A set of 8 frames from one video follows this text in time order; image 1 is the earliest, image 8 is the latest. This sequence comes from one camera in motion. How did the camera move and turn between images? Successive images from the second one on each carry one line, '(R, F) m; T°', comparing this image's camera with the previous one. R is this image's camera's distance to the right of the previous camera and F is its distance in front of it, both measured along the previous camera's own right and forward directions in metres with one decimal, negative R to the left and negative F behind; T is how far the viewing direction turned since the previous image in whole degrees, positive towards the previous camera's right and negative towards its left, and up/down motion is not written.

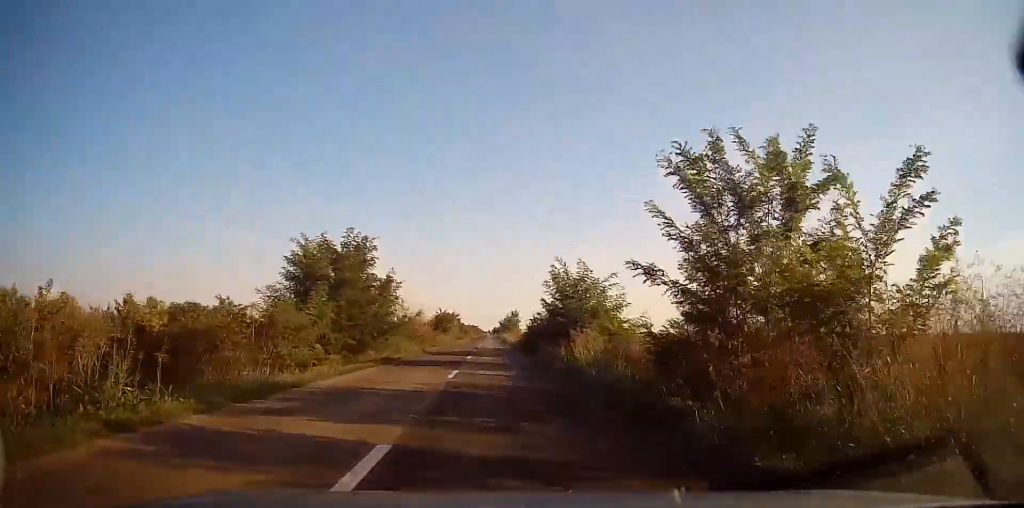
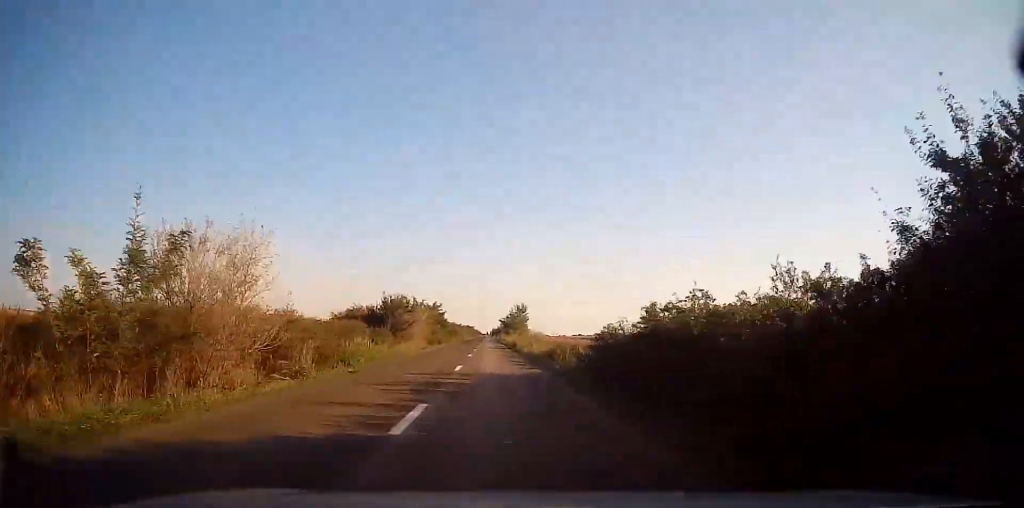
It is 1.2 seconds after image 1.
(-0.1, +32.6) m; 0°
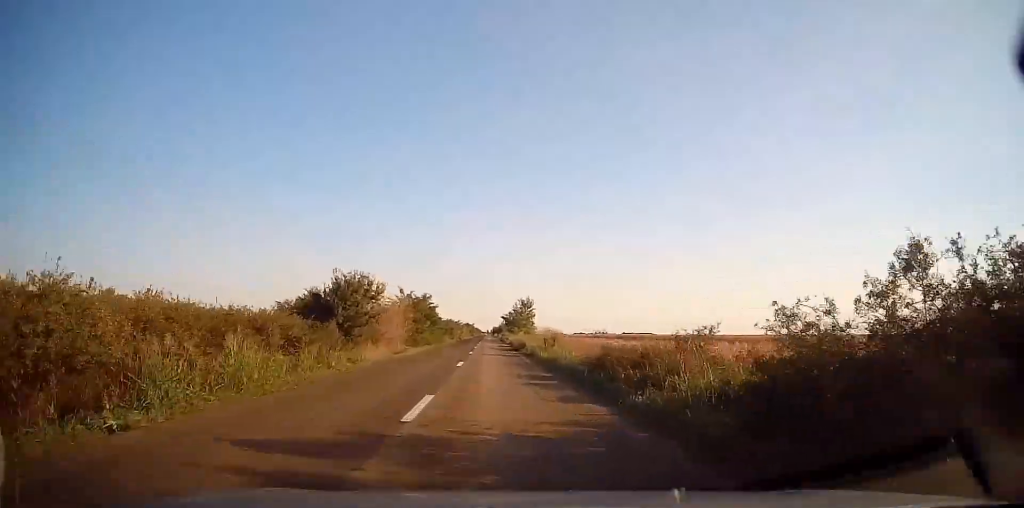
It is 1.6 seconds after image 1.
(0.0, +11.1) m; 0°
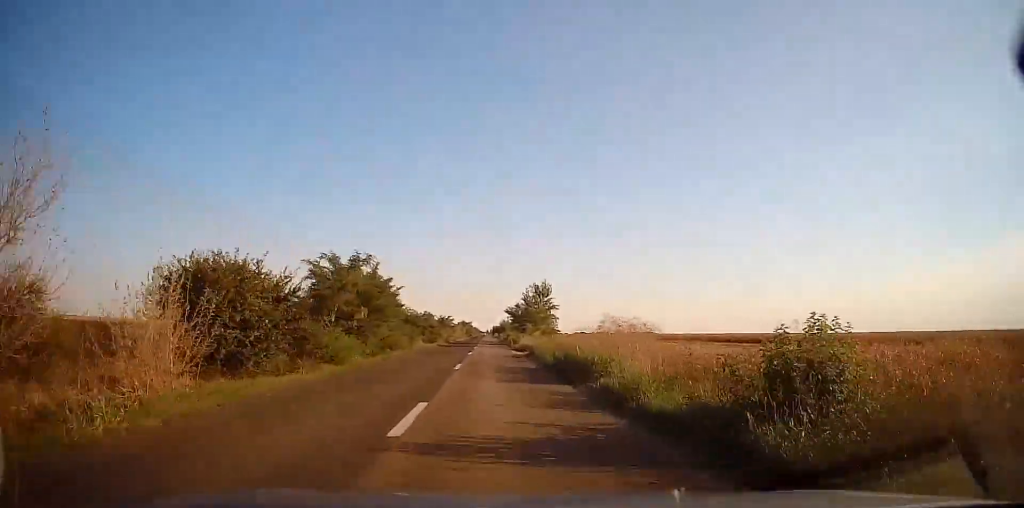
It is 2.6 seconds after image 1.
(+0.1, +25.4) m; 0°
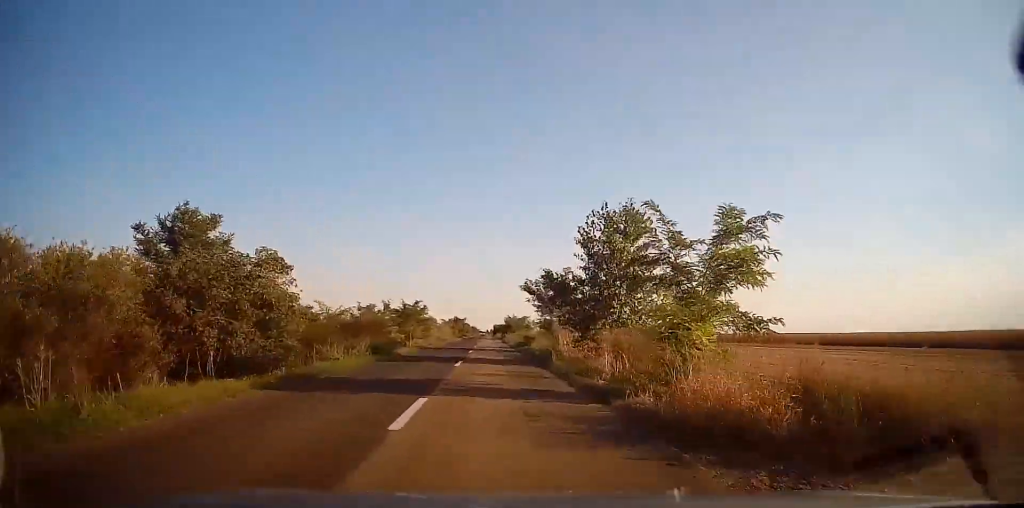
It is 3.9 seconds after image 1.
(+0.2, +35.9) m; +1°
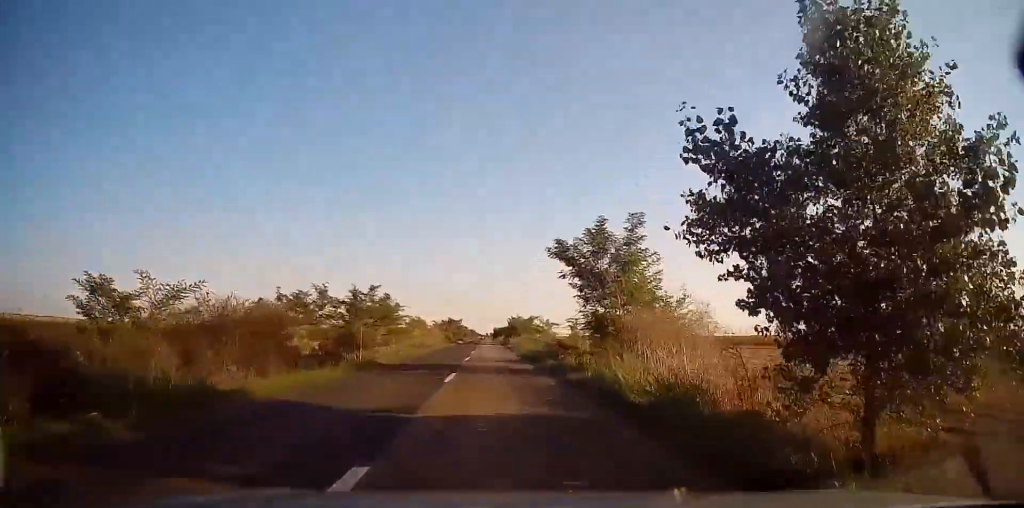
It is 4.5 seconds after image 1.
(+0.2, +16.7) m; 0°
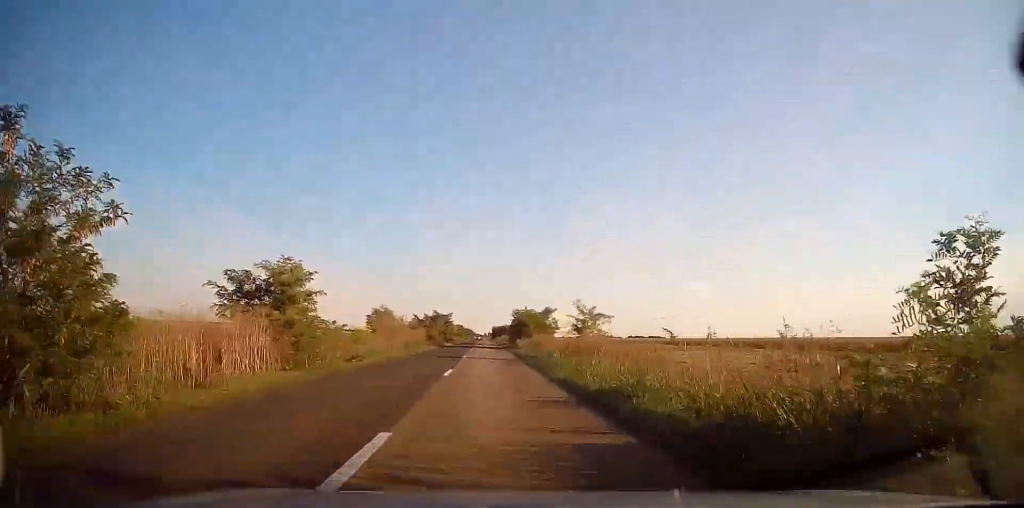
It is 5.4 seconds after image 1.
(-0.4, +22.6) m; 0°
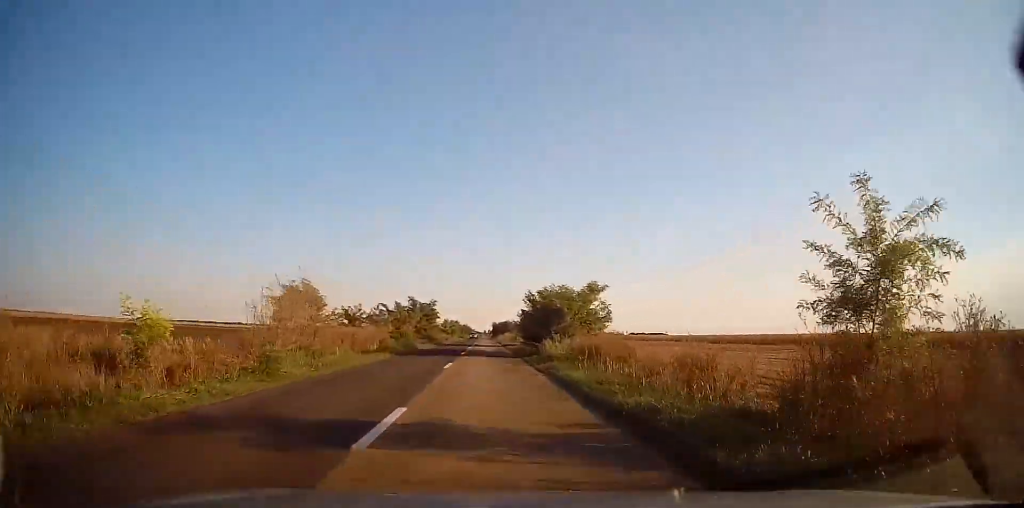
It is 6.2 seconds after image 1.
(+0.3, +22.2) m; 0°
